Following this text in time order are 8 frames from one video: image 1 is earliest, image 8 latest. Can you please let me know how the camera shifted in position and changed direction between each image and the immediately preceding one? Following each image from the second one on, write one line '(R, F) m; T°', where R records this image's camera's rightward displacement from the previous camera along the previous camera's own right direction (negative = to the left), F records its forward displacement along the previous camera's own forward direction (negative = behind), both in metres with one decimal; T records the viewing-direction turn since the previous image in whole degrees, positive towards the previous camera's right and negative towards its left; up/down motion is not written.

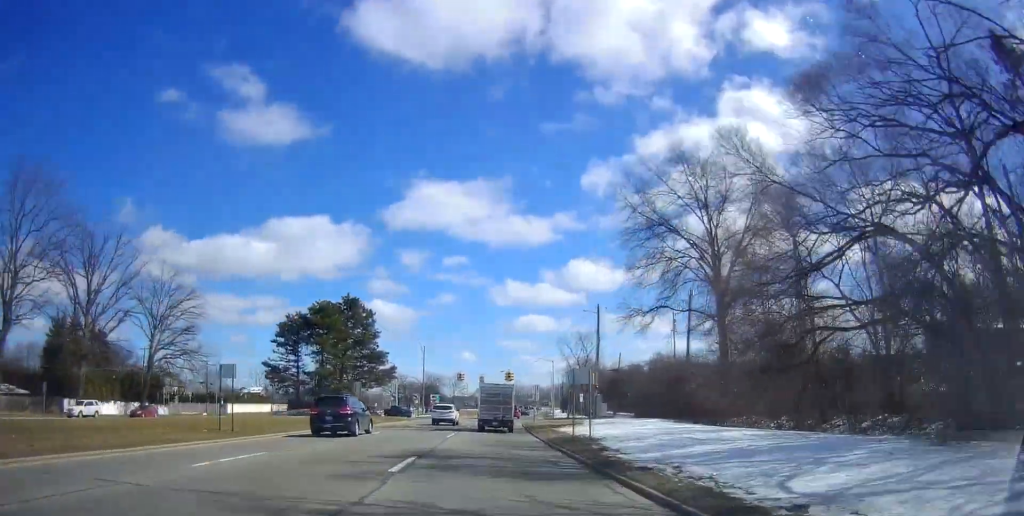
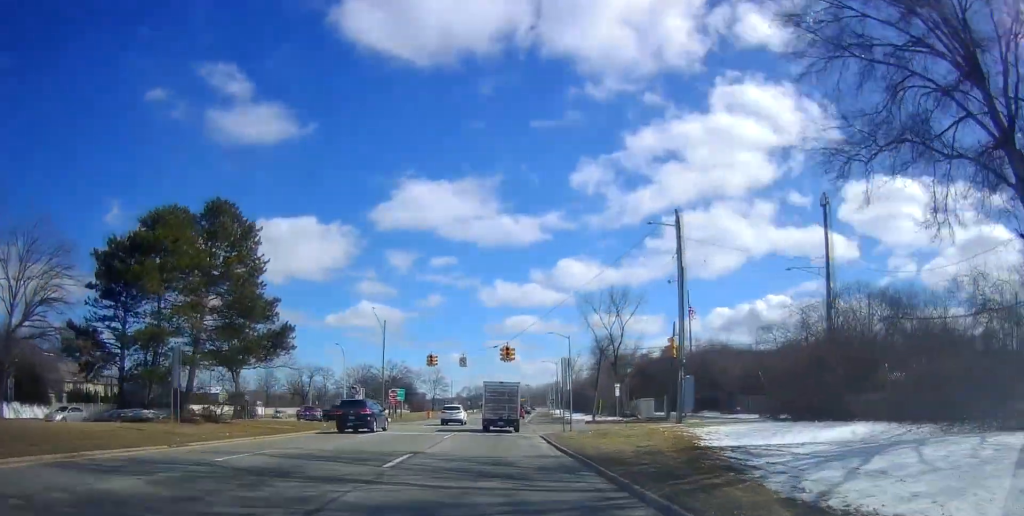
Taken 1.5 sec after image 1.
(+0.6, +32.2) m; 0°
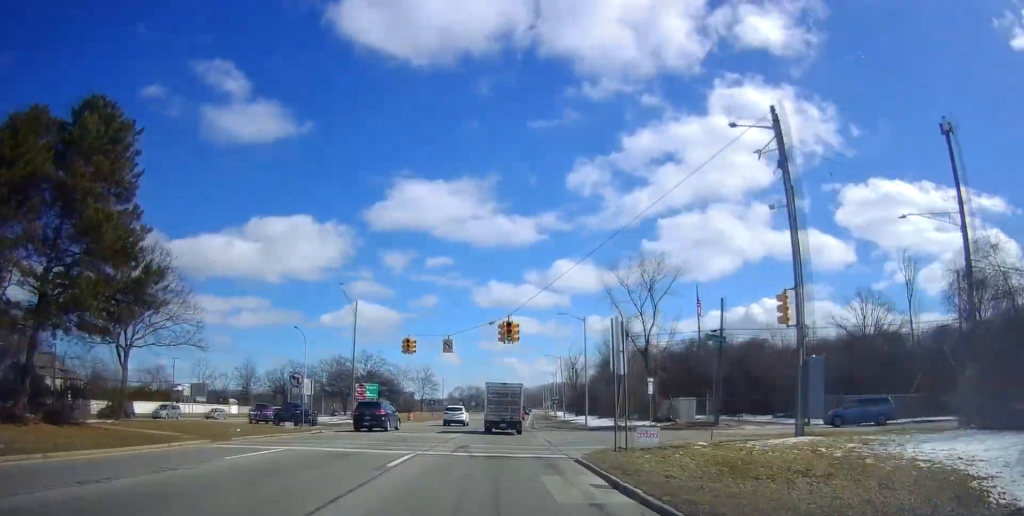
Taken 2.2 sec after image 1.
(-0.2, +14.3) m; -1°
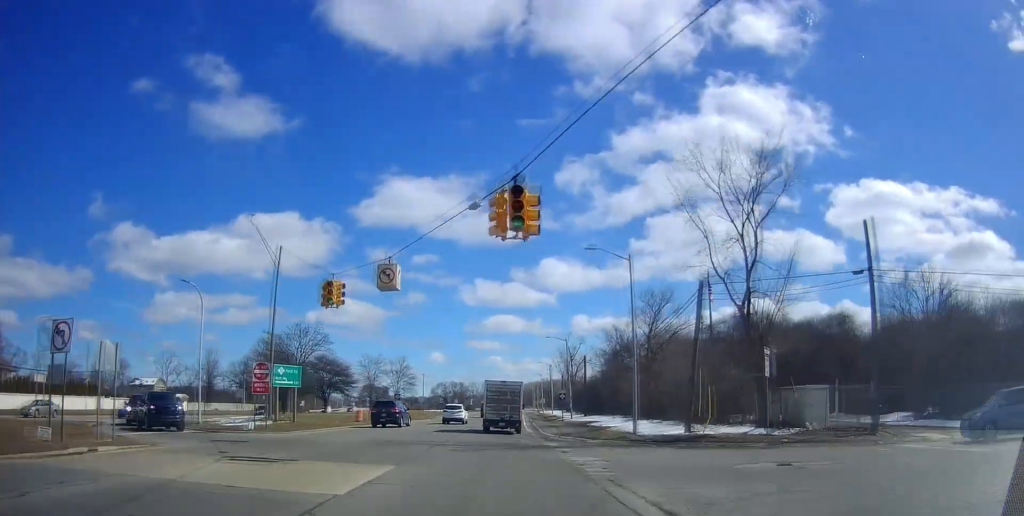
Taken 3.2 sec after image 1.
(-0.1, +21.4) m; +2°
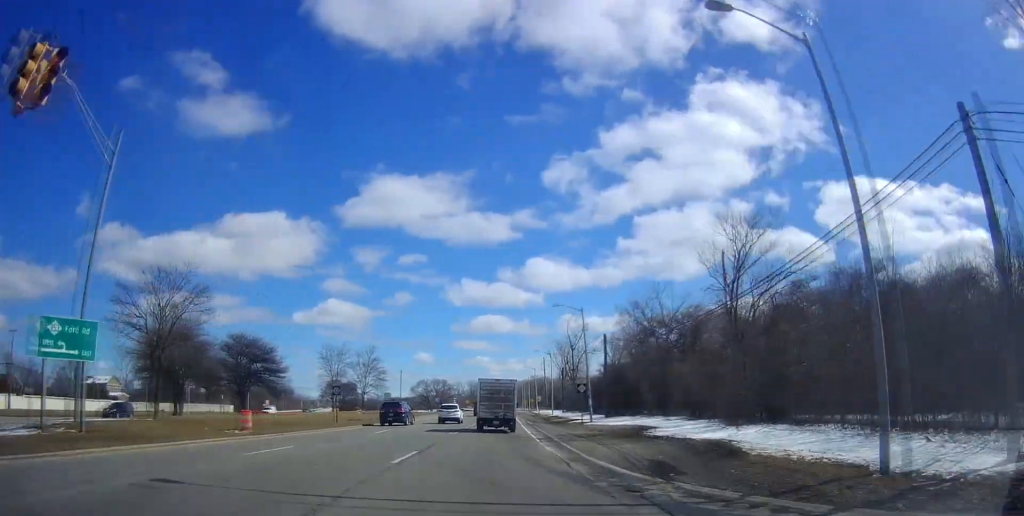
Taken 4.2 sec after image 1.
(+0.7, +20.9) m; +1°
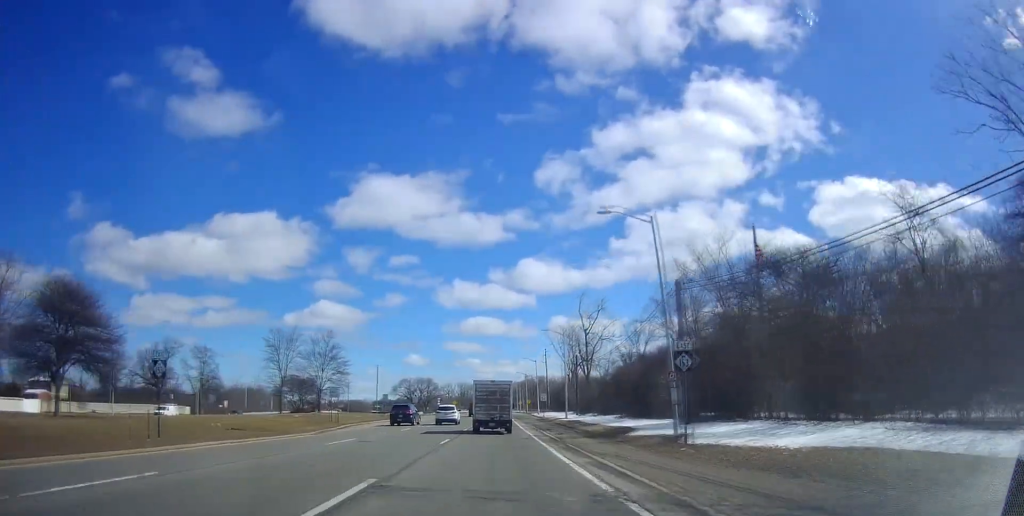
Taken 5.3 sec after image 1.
(-0.5, +23.2) m; -4°
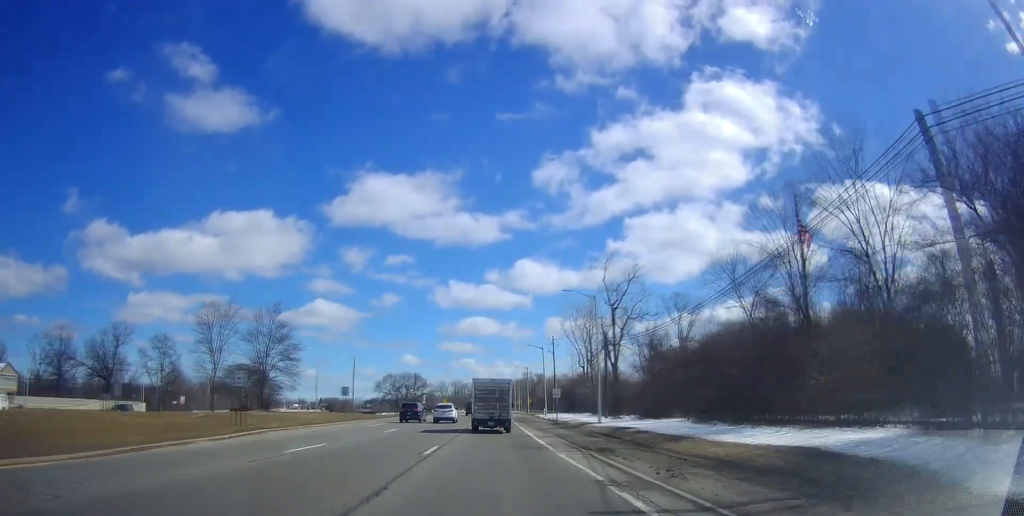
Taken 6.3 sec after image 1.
(-0.9, +19.7) m; 0°
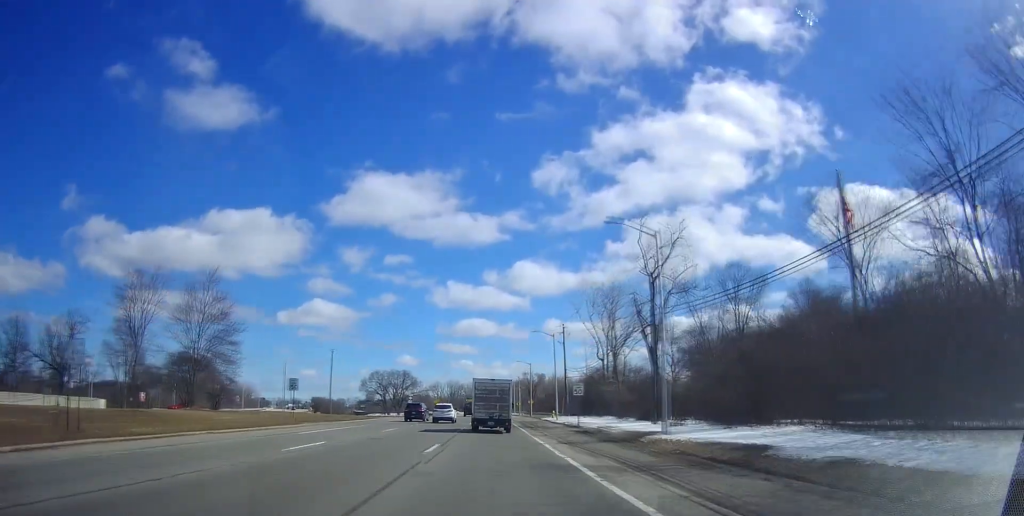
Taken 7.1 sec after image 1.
(+0.7, +17.3) m; +3°
